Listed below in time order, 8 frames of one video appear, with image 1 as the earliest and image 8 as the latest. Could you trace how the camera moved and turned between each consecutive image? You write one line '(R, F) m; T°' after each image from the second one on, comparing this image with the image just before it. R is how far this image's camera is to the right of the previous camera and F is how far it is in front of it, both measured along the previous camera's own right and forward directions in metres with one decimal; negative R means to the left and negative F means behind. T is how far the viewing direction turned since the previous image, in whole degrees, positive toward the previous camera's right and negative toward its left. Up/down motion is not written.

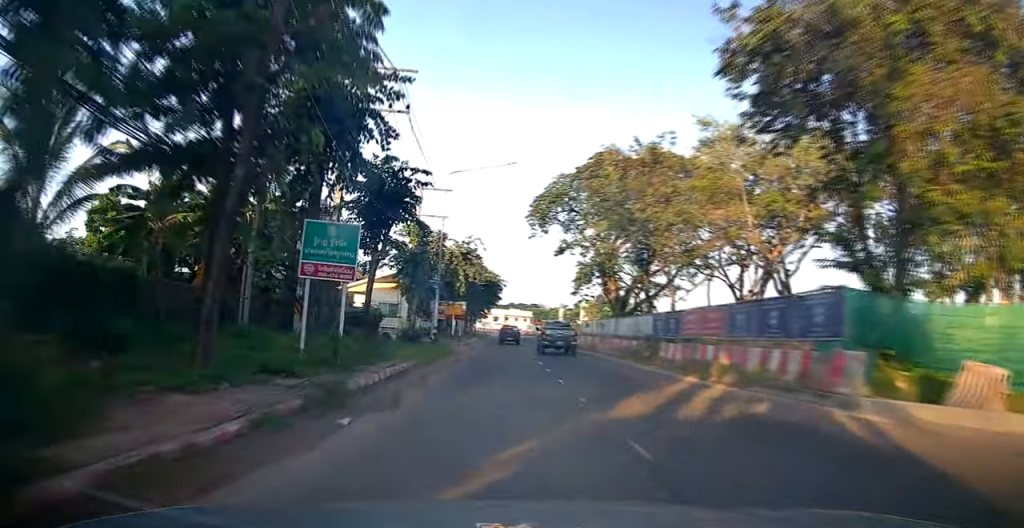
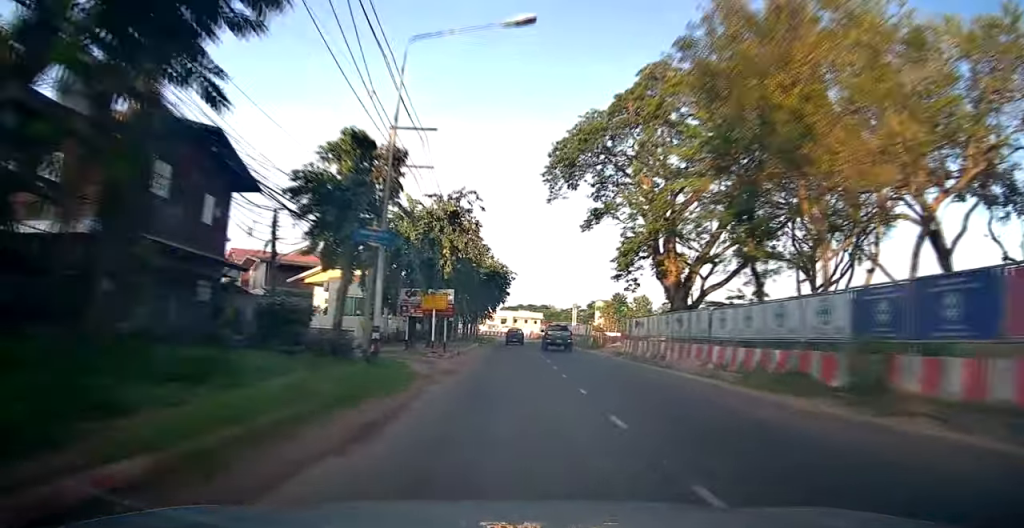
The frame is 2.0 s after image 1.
(-1.0, +12.8) m; -4°
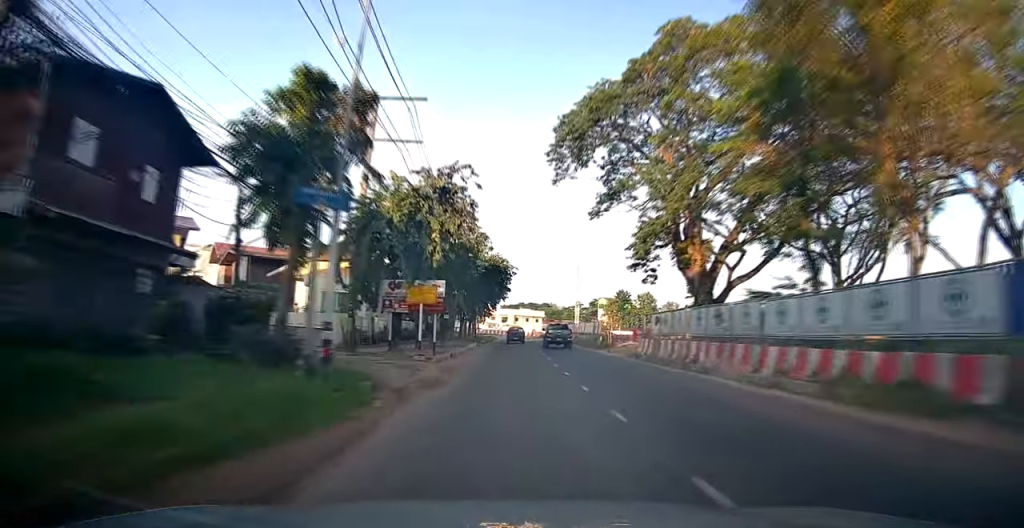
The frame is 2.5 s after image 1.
(0.0, +3.6) m; 0°
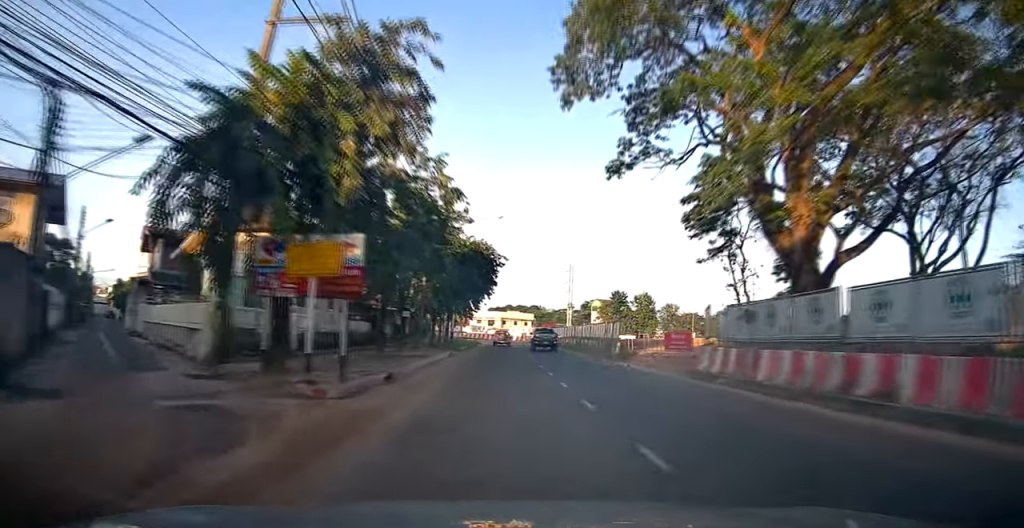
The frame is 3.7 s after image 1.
(+0.1, +10.2) m; +1°
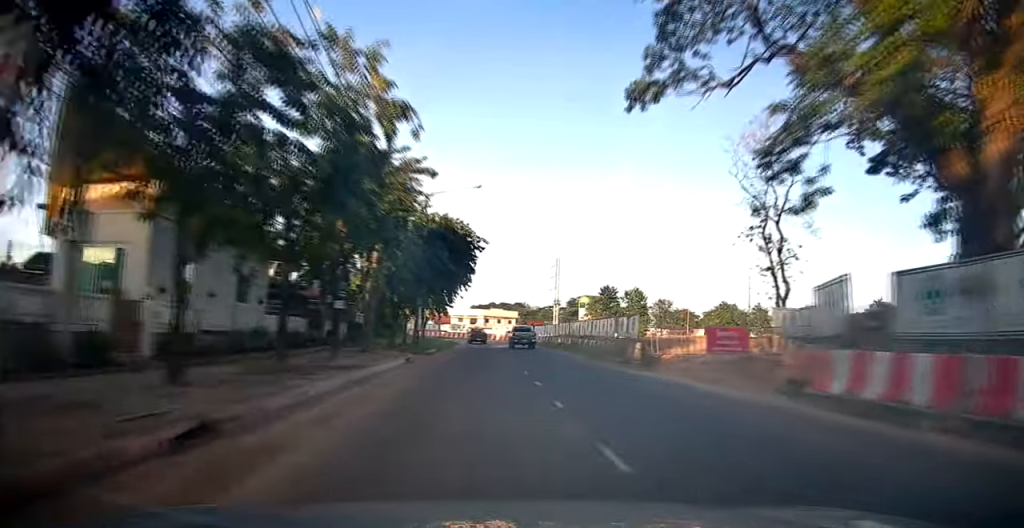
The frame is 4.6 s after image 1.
(+0.1, +7.9) m; 0°
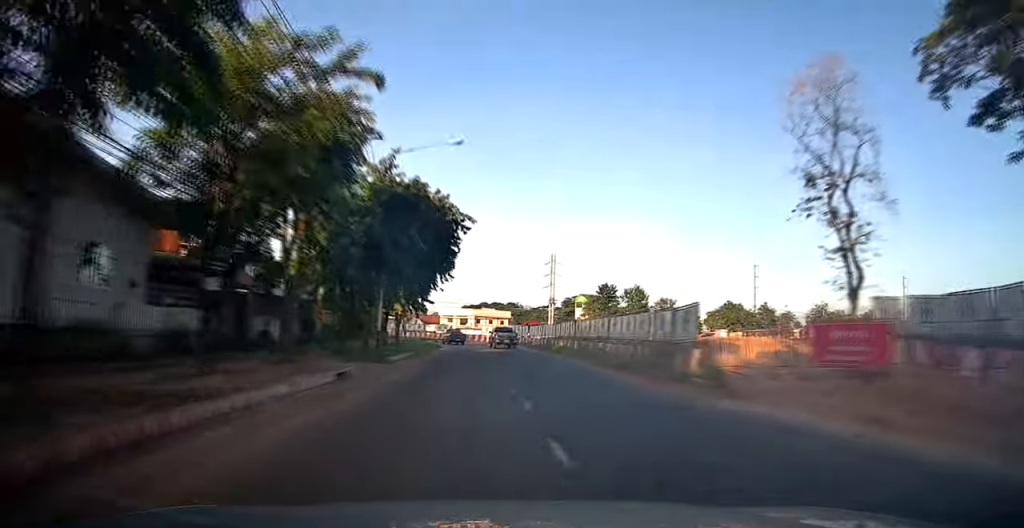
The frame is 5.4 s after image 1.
(0.0, +7.6) m; +1°
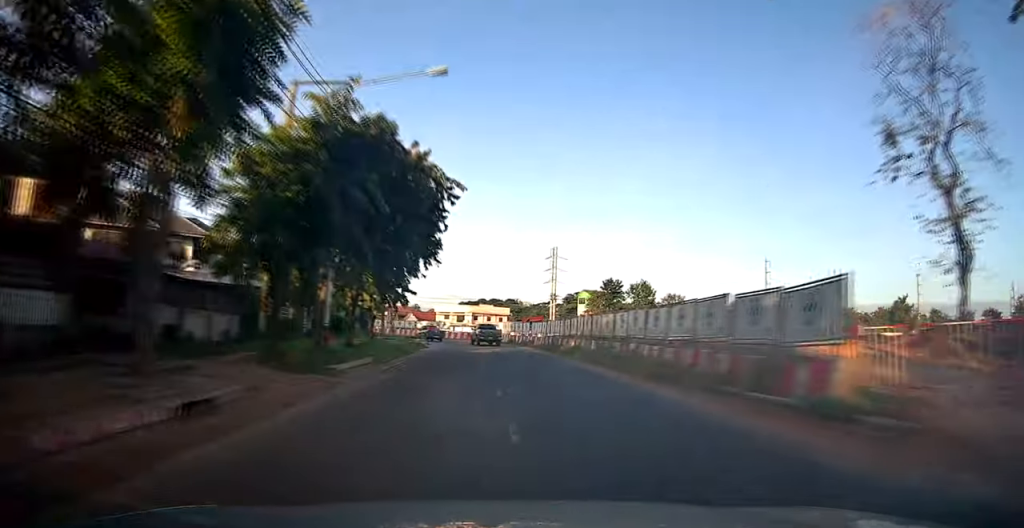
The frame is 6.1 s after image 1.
(0.0, +6.5) m; +2°
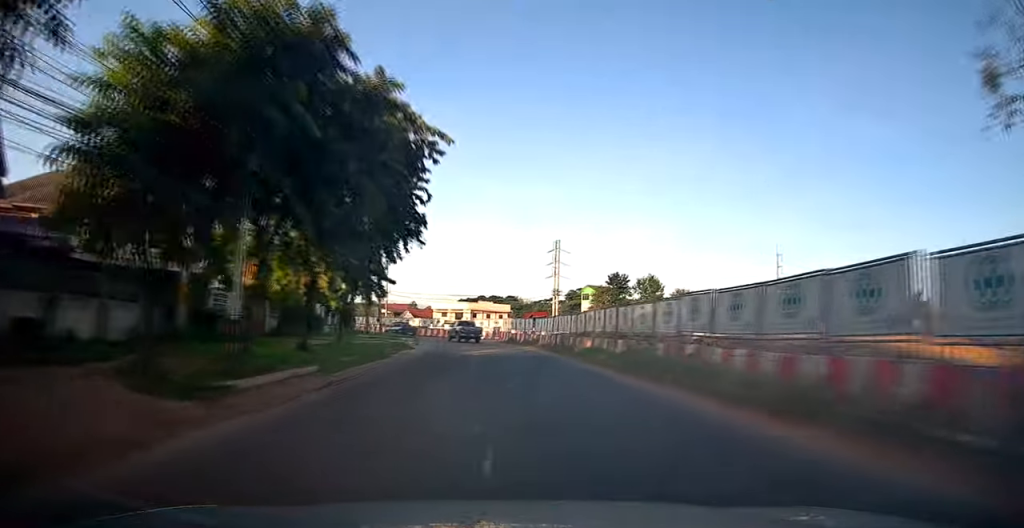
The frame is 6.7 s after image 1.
(+0.1, +5.9) m; 0°
